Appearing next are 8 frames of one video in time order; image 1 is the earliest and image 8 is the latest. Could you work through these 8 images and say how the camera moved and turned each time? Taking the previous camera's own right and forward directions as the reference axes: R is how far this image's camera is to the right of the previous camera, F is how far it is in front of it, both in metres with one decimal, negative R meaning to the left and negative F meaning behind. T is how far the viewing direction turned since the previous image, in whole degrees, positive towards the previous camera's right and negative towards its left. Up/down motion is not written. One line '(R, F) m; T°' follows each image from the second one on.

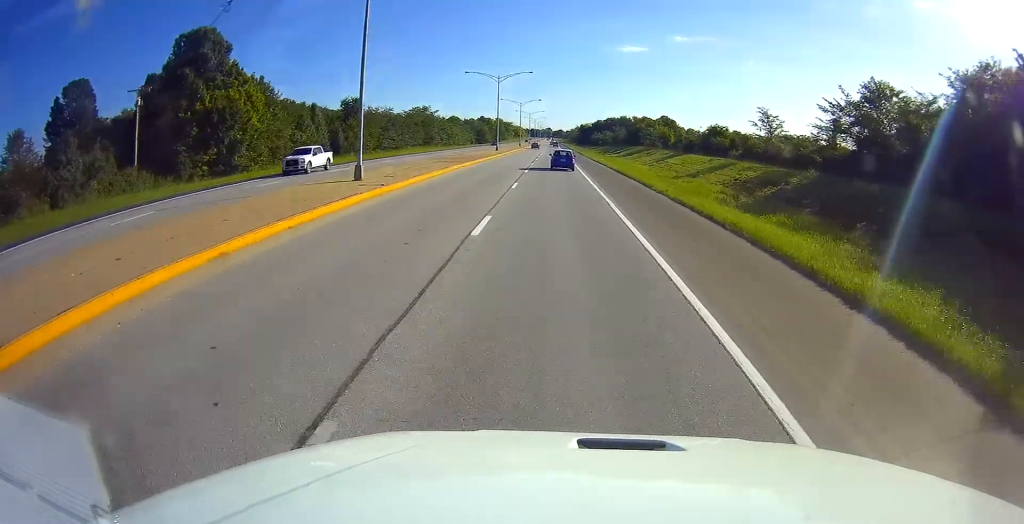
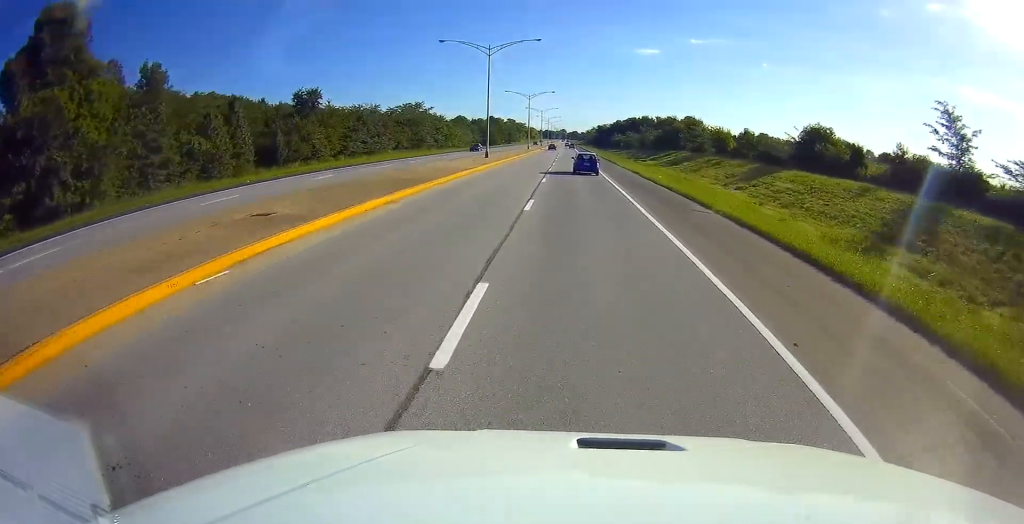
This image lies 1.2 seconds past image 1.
(-0.6, +31.3) m; 0°
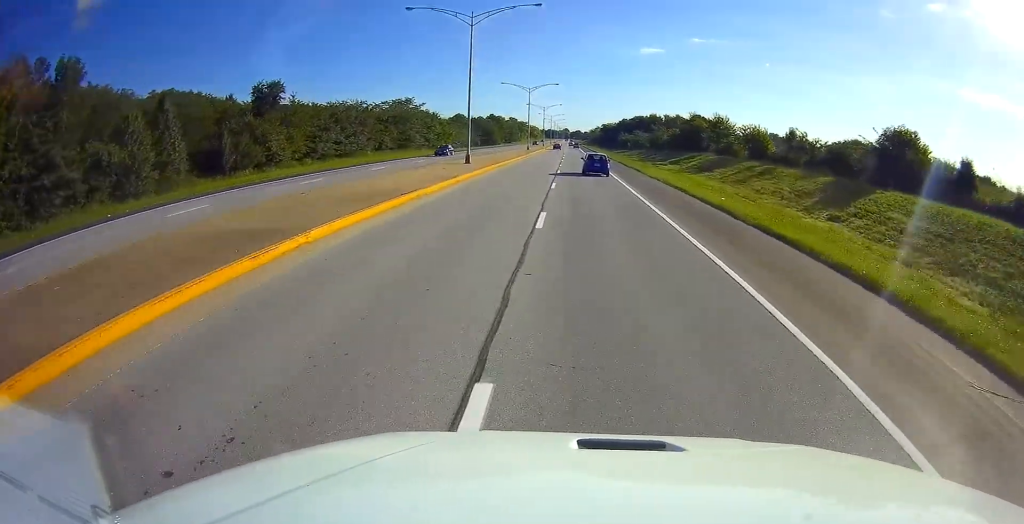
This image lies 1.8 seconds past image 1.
(+0.1, +15.4) m; 0°
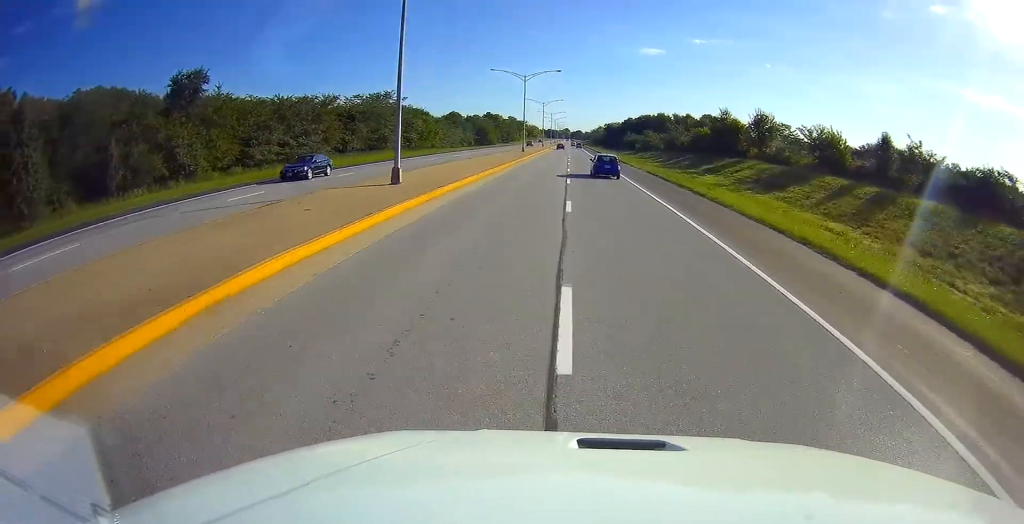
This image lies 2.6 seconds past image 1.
(+0.3, +20.8) m; 0°
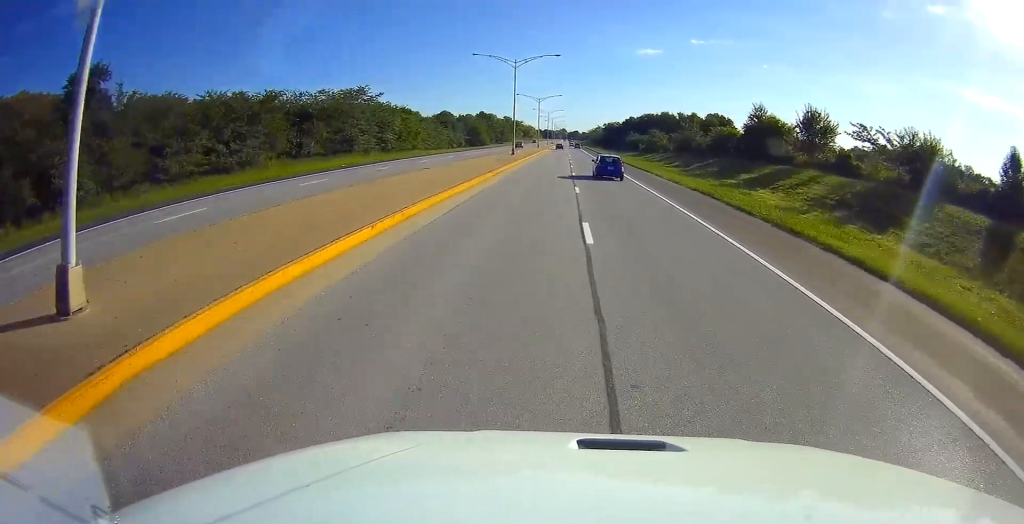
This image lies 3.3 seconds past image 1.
(-0.4, +17.4) m; 0°
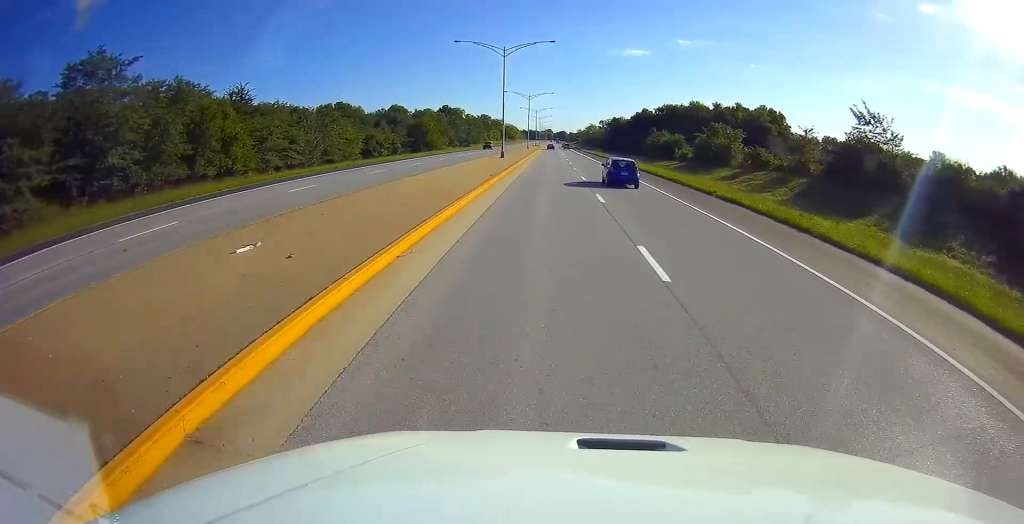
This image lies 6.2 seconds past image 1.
(+1.2, +75.8) m; +1°
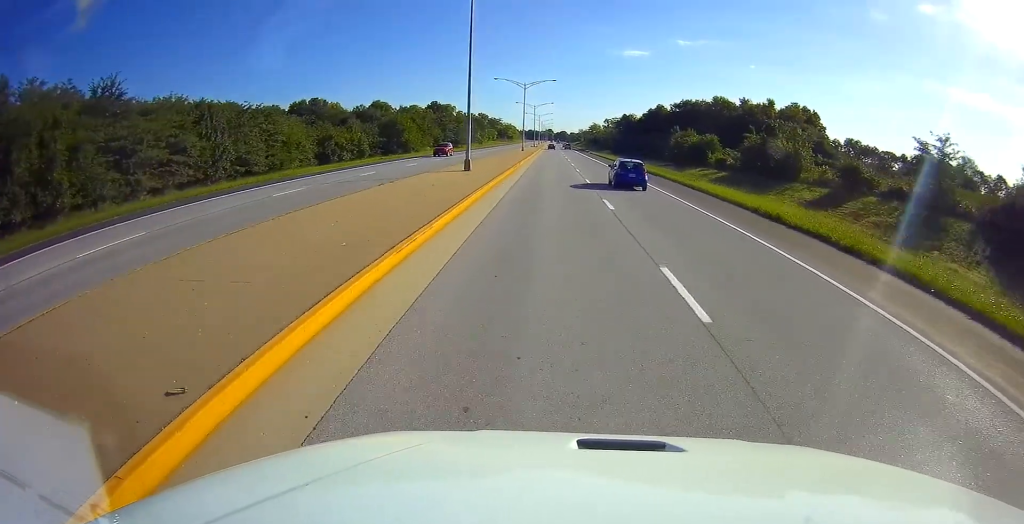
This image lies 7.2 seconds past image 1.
(+0.2, +26.5) m; 0°
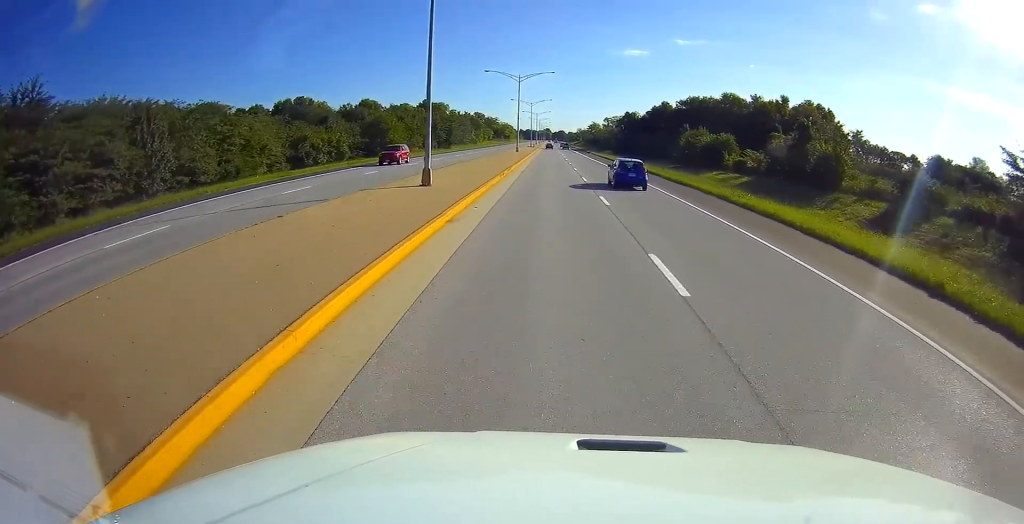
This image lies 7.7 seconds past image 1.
(+0.1, +11.0) m; 0°
